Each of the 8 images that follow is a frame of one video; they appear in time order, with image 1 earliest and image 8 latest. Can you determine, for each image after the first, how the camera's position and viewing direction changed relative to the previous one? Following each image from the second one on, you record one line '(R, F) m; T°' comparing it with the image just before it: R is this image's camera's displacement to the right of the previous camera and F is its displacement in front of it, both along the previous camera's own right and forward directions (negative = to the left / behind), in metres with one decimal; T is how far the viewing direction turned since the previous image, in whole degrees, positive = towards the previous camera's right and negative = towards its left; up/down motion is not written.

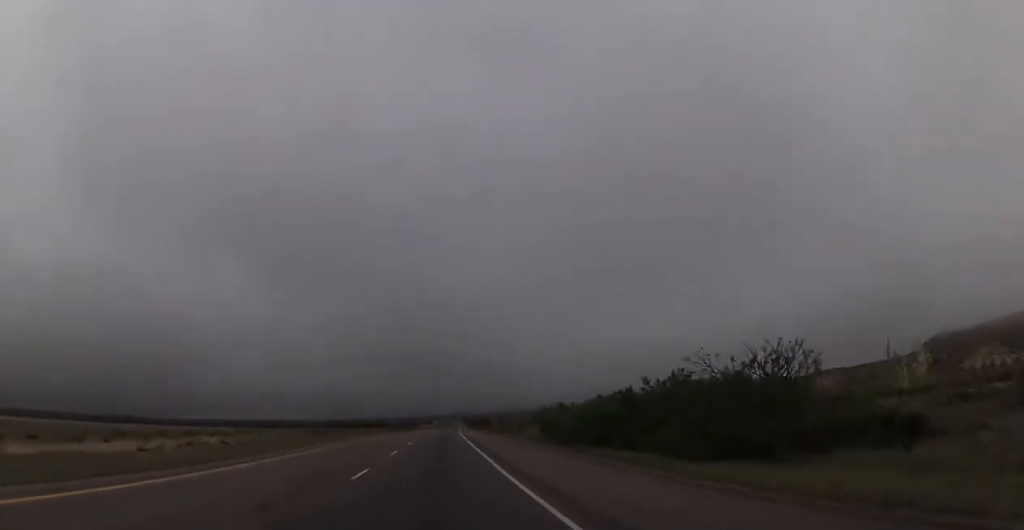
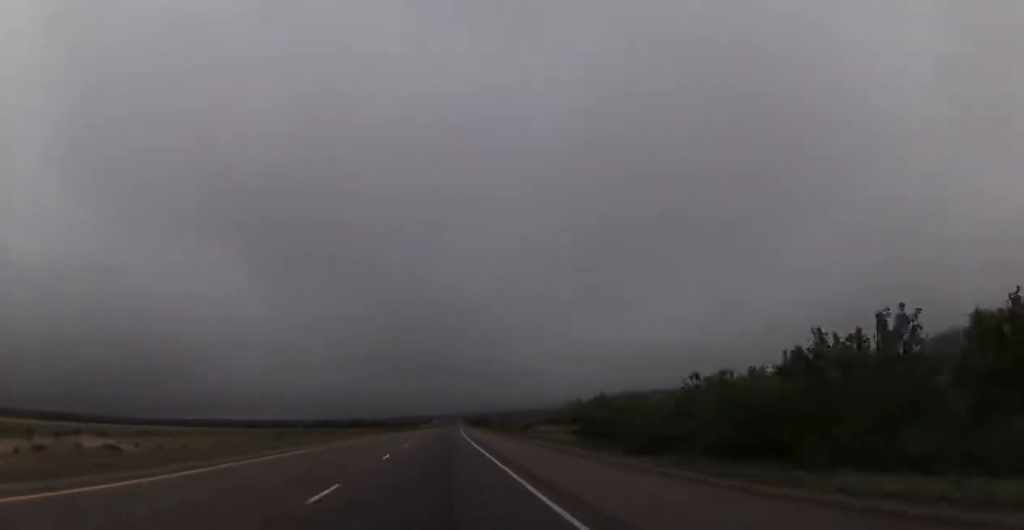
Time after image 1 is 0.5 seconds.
(-0.2, +17.7) m; 0°
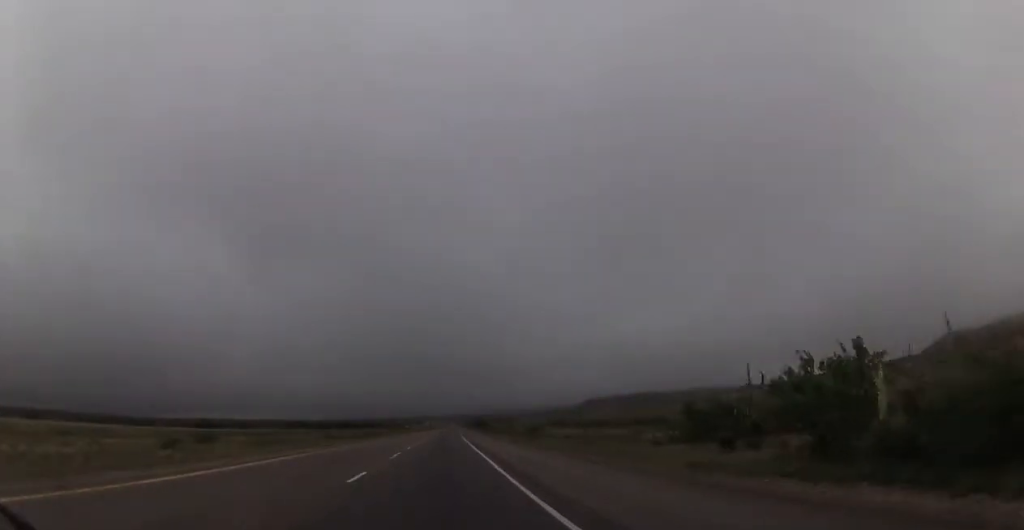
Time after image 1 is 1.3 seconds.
(-0.1, +31.6) m; 0°
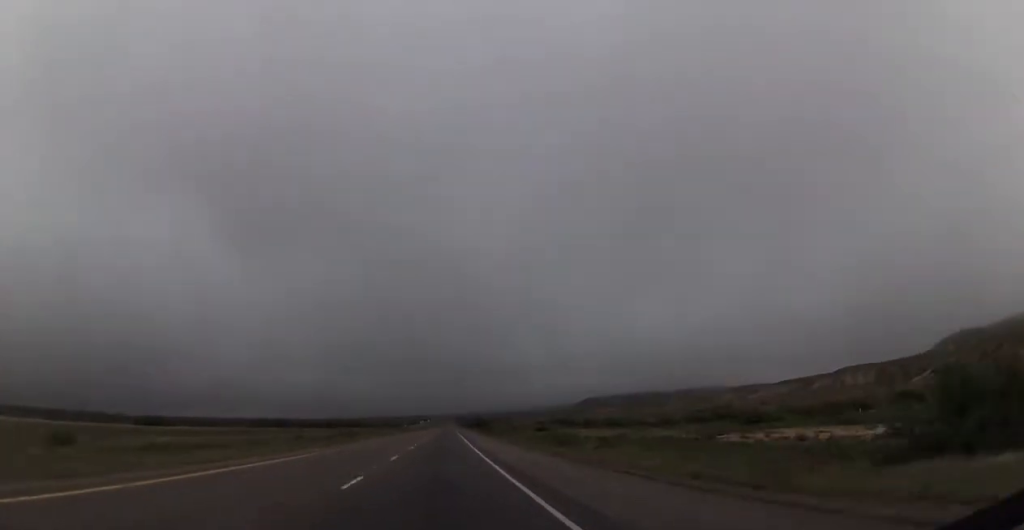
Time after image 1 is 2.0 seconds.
(+0.3, +25.4) m; 0°
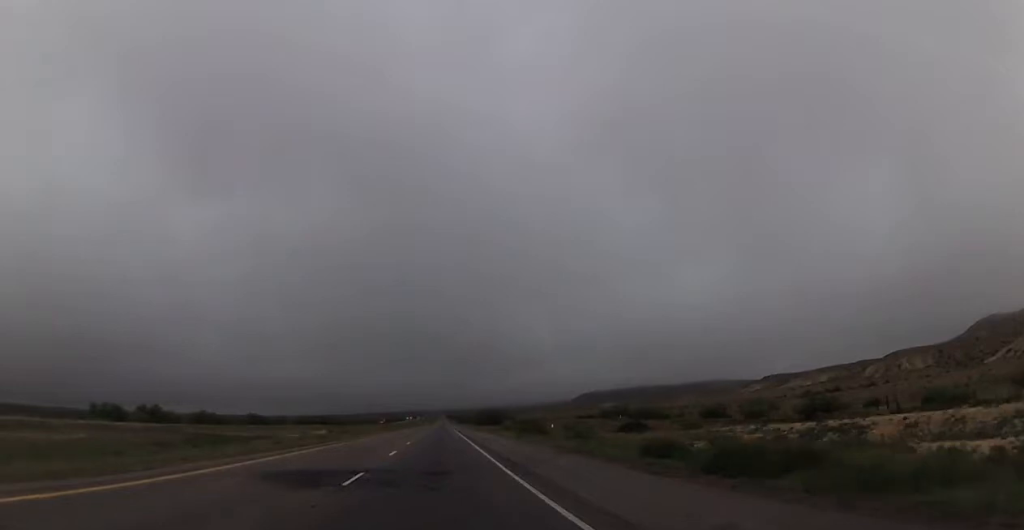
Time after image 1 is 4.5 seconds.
(+1.3, +97.2) m; +1°
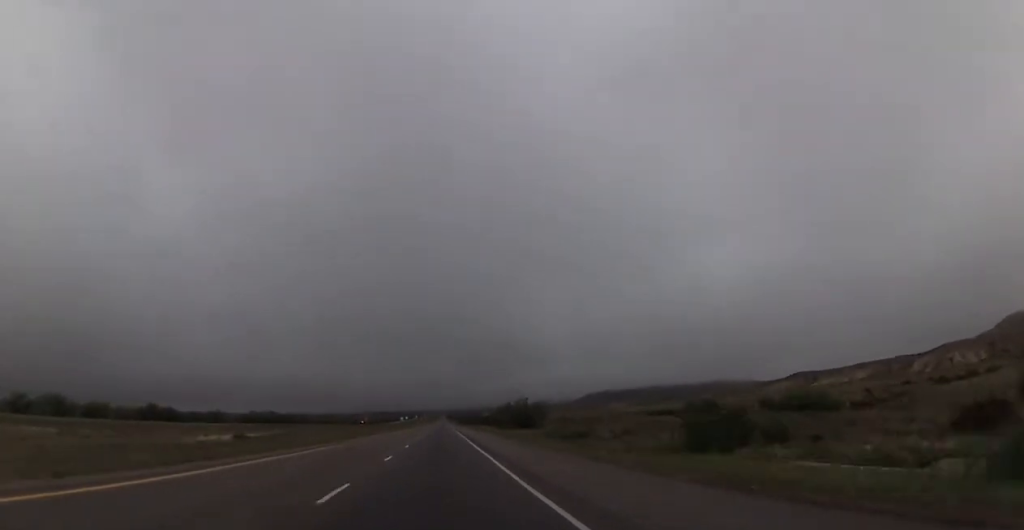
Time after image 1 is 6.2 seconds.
(+0.2, +64.1) m; +1°
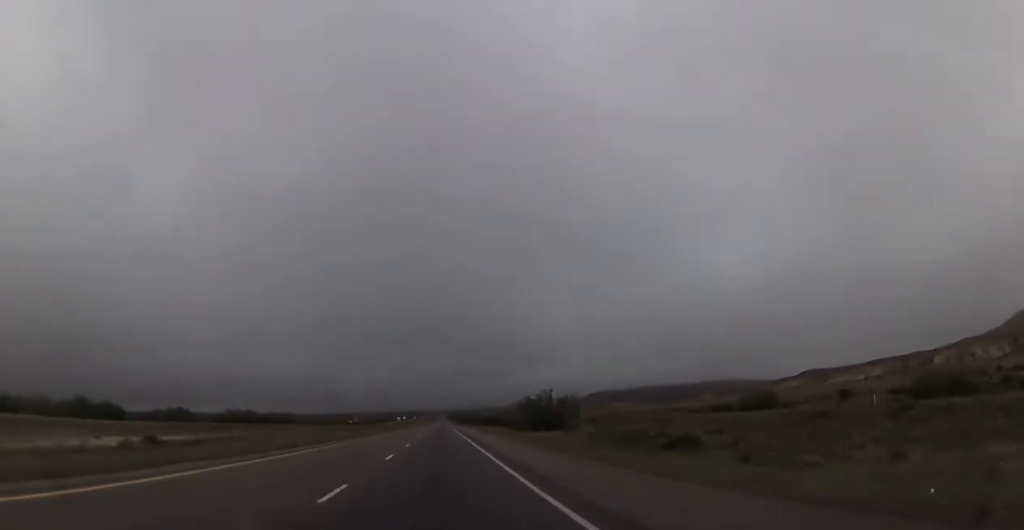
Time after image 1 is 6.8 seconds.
(0.0, +24.3) m; -1°
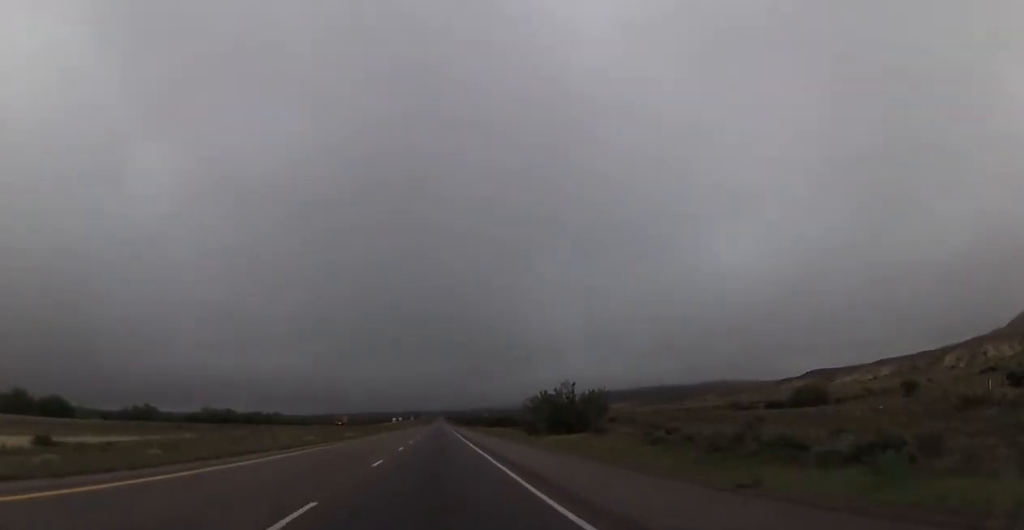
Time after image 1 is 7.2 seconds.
(0.0, +15.4) m; 0°
